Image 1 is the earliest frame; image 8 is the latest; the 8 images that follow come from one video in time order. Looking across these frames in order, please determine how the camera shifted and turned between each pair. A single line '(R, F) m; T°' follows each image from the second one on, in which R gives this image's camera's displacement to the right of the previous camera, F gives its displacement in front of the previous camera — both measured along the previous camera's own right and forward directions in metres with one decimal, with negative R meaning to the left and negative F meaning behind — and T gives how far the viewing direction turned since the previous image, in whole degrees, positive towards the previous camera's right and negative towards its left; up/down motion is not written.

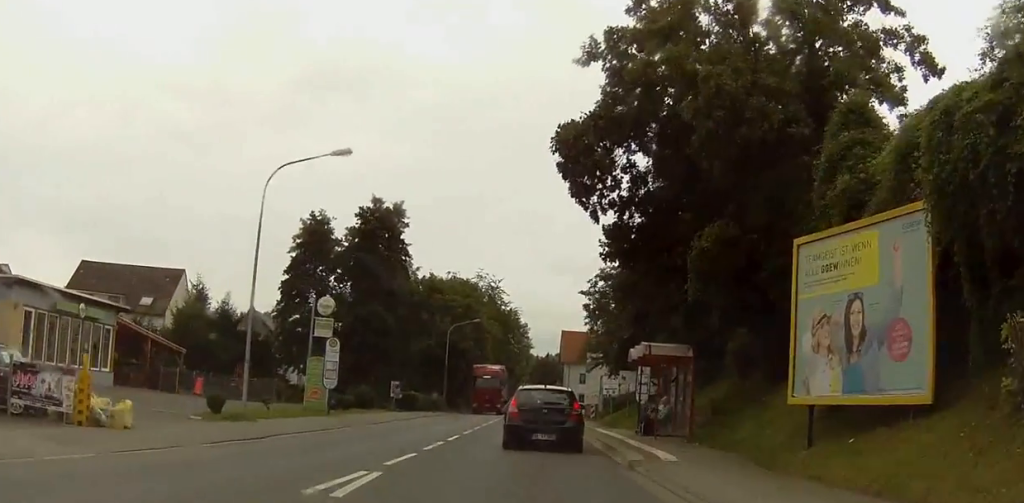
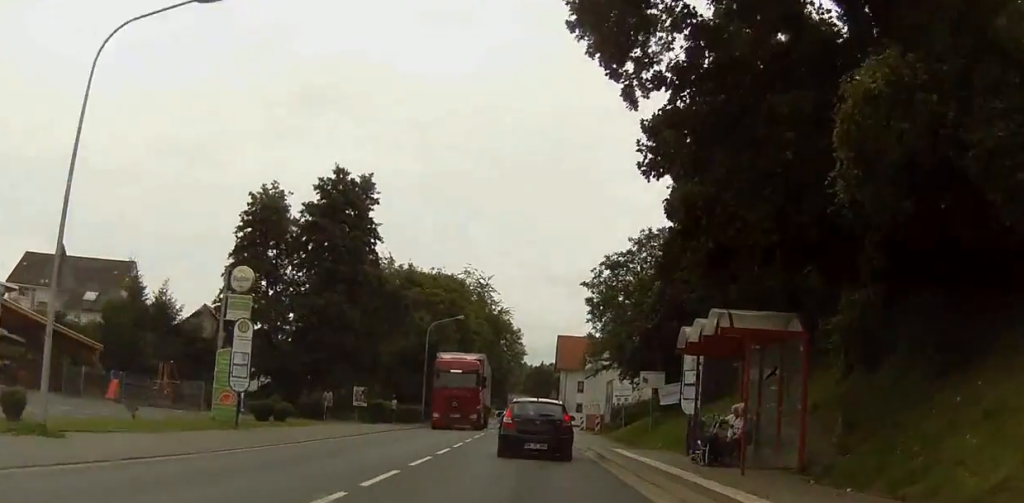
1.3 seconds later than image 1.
(+0.1, +10.9) m; 0°
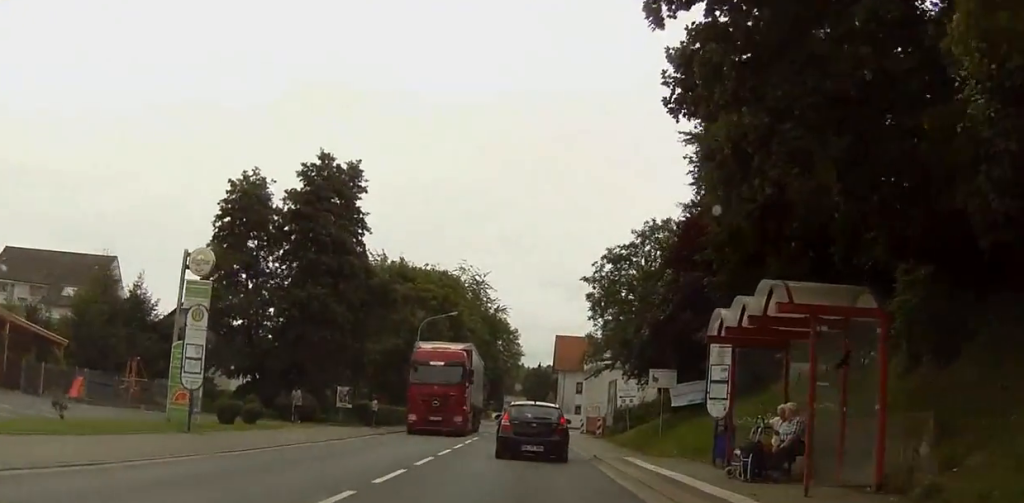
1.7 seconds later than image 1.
(0.0, +3.4) m; -1°
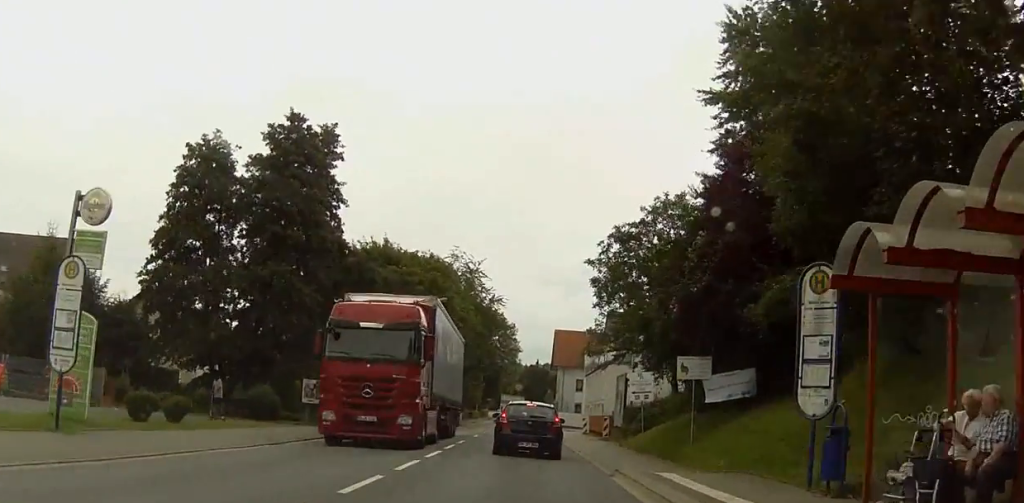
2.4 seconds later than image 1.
(0.0, +6.3) m; 0°
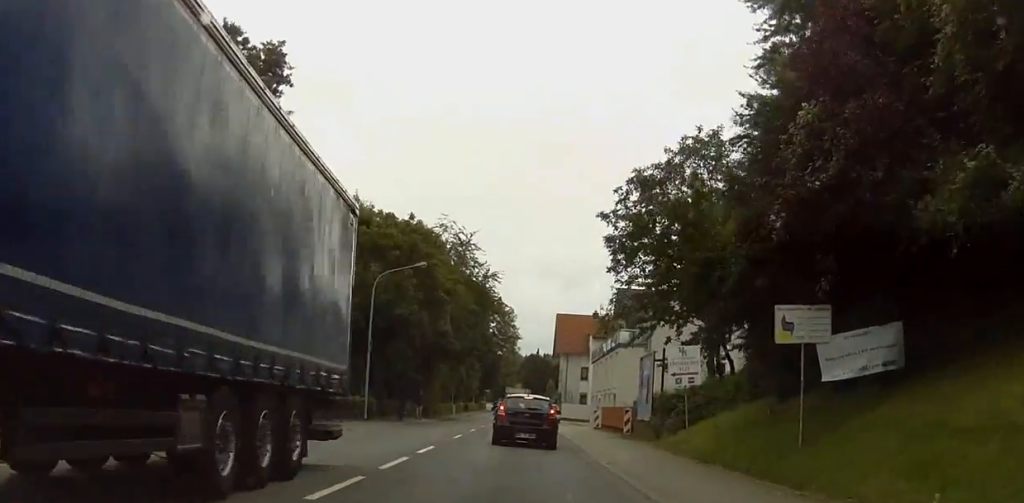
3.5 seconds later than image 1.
(0.0, +9.9) m; +2°
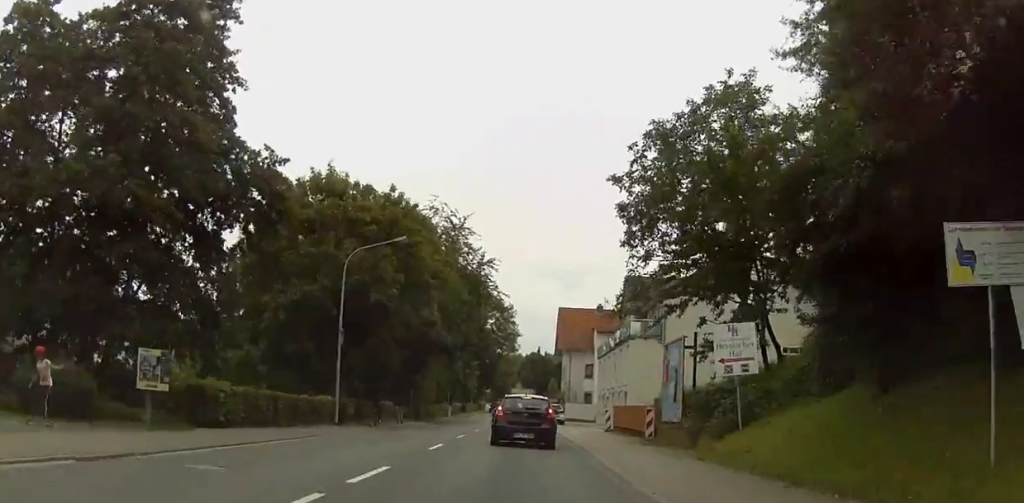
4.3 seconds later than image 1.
(+0.1, +6.6) m; 0°
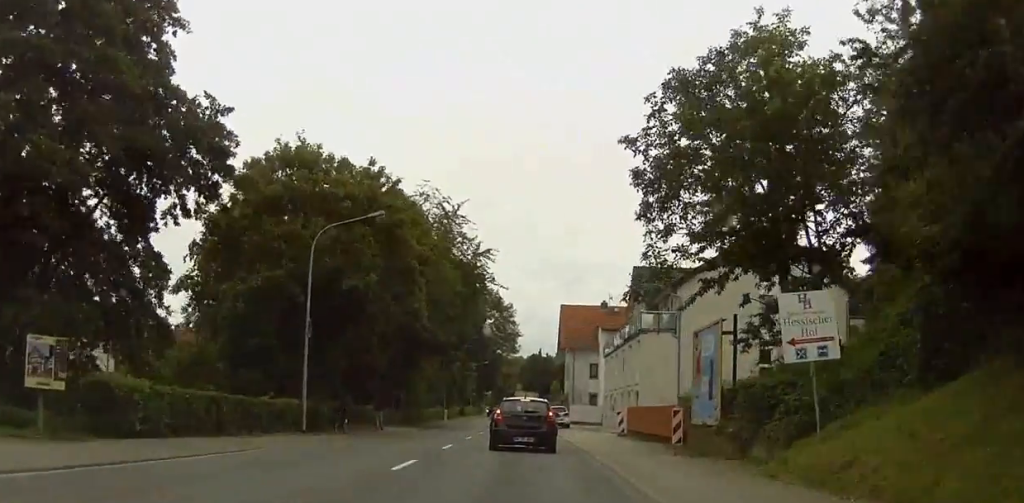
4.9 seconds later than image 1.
(+0.3, +5.5) m; -1°
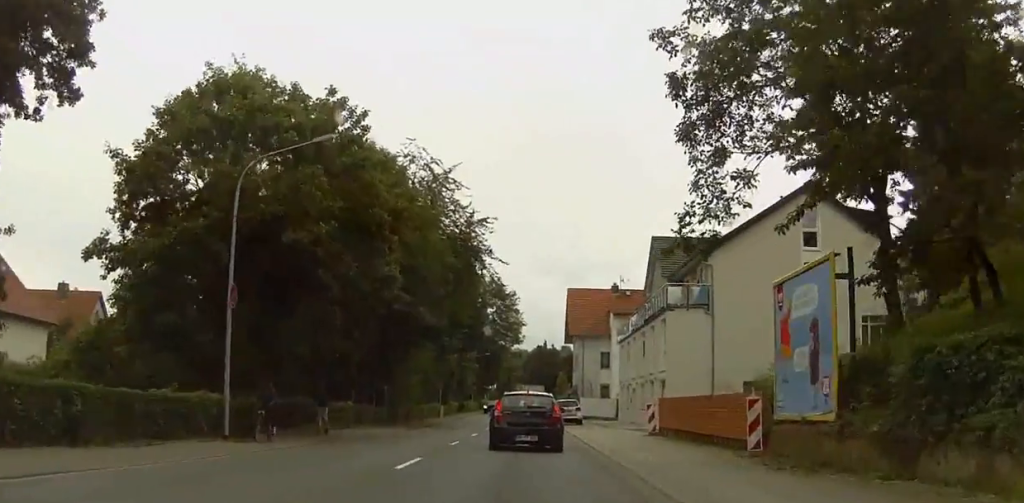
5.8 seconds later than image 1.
(-0.6, +8.6) m; -1°
